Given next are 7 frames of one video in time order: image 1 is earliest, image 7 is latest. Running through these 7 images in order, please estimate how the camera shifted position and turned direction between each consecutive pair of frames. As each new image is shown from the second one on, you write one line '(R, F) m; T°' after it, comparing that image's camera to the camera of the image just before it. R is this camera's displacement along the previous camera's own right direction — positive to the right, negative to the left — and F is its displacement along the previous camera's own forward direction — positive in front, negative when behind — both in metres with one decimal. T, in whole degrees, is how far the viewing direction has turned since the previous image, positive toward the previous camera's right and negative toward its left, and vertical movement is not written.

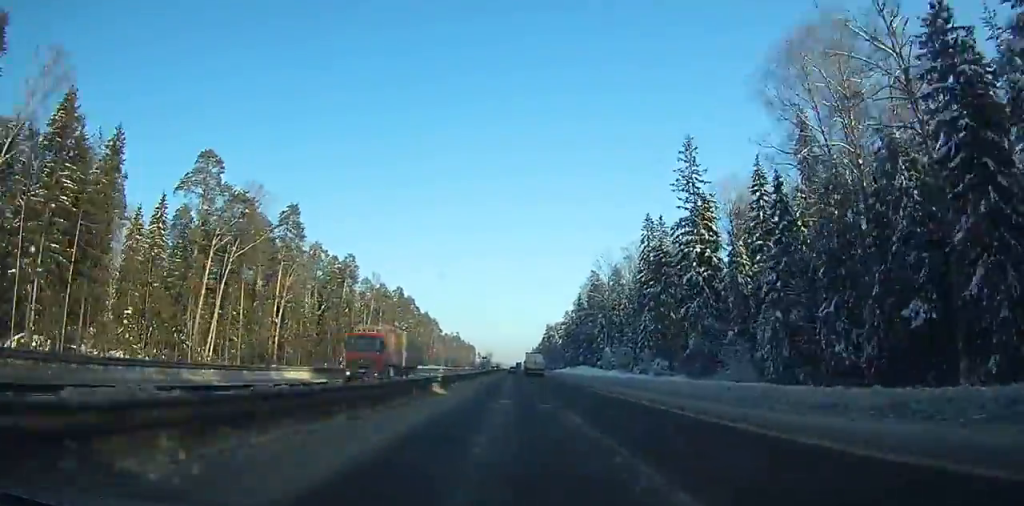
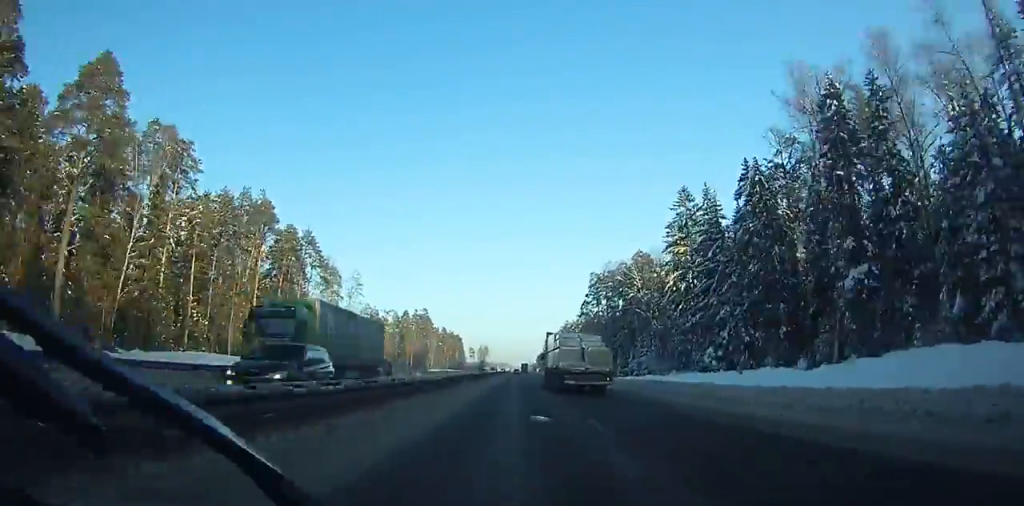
(-1.8, +208.3) m; 0°
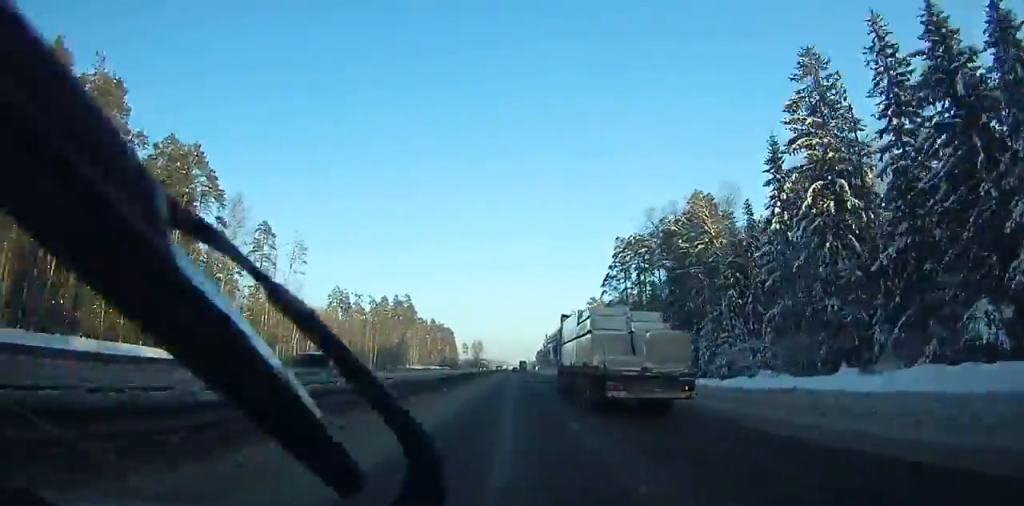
(-0.1, +48.6) m; 0°
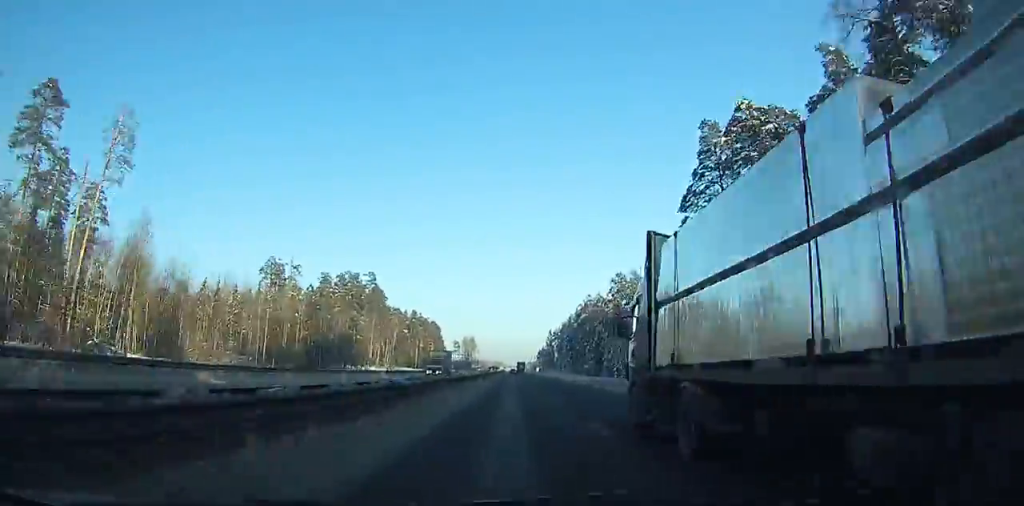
(+0.2, +66.0) m; 0°
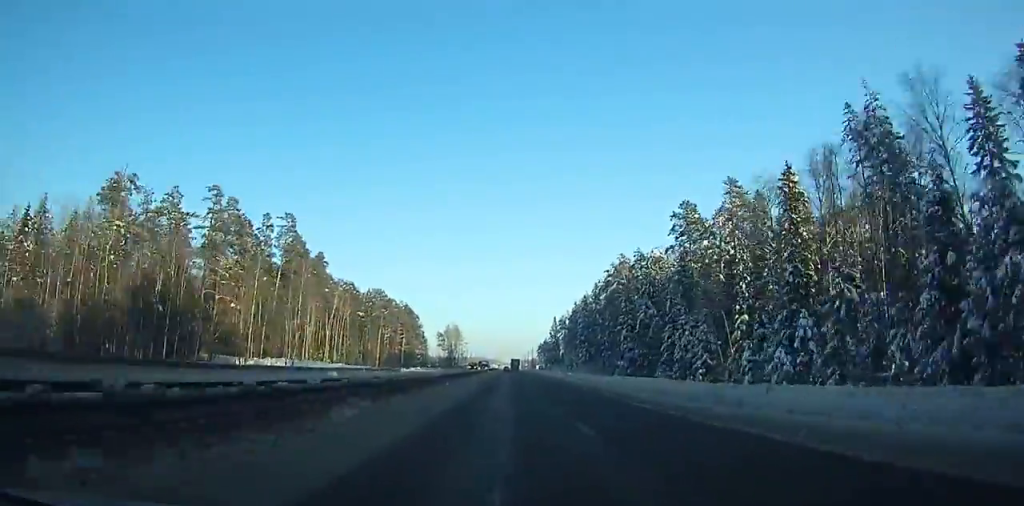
(+0.4, +74.0) m; 0°
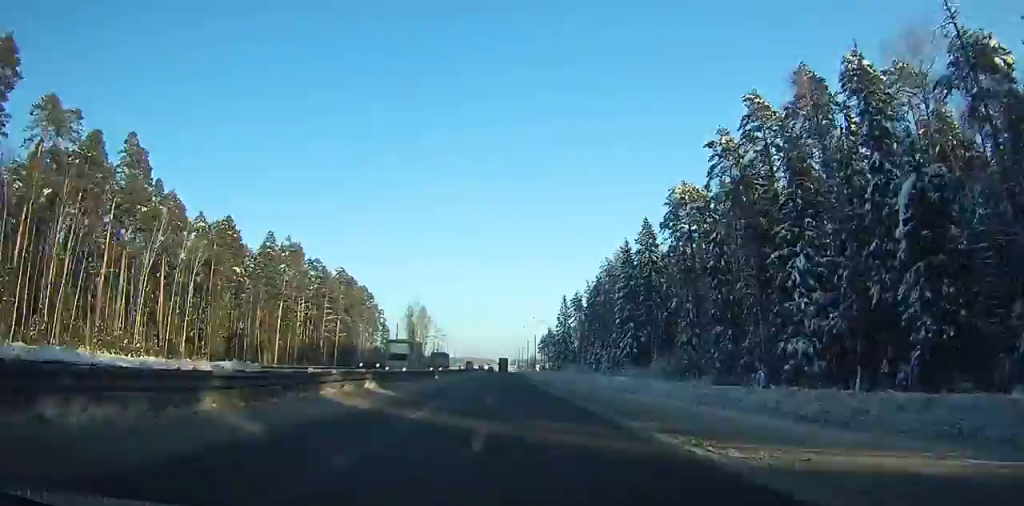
(+0.2, +86.6) m; 0°
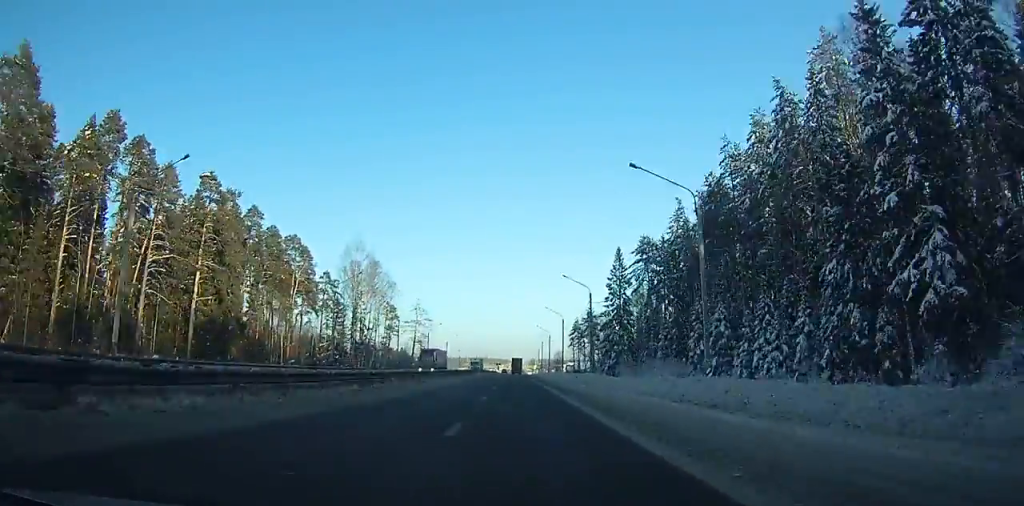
(-0.7, +79.2) m; -1°
